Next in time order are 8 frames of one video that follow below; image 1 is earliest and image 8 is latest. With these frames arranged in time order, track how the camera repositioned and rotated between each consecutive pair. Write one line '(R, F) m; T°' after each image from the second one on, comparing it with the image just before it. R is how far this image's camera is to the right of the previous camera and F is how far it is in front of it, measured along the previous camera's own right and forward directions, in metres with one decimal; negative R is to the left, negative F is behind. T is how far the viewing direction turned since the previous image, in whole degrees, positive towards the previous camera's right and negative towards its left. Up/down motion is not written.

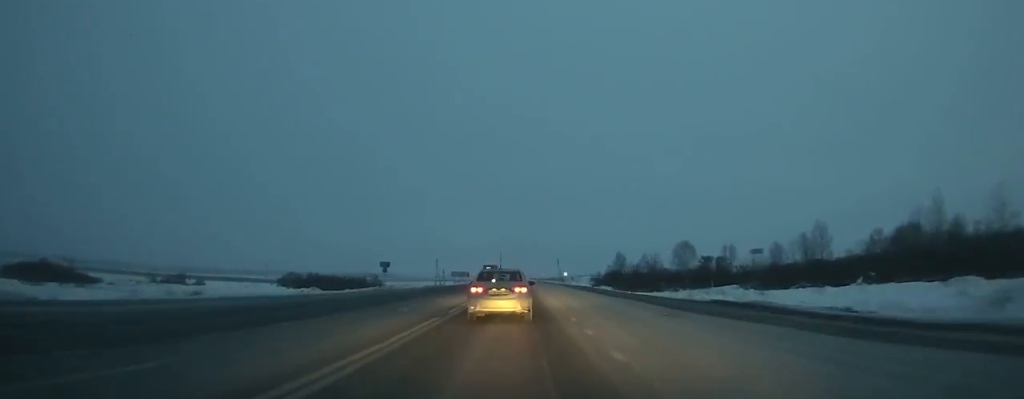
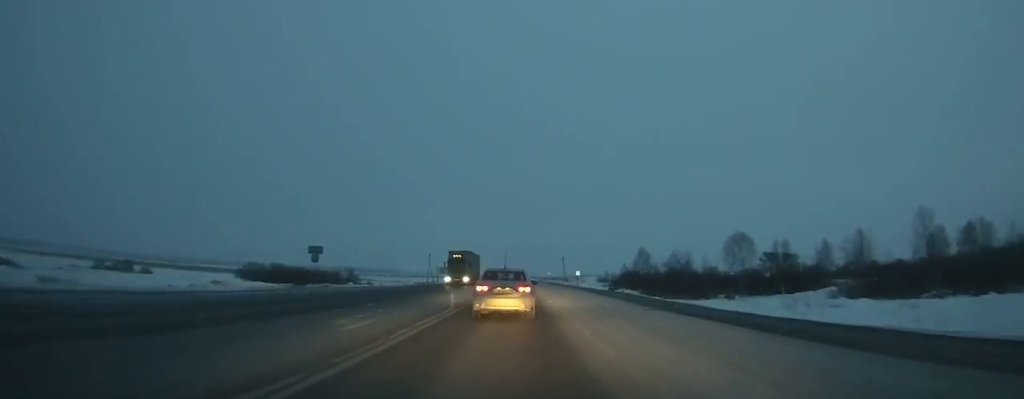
(0.0, +29.1) m; 0°
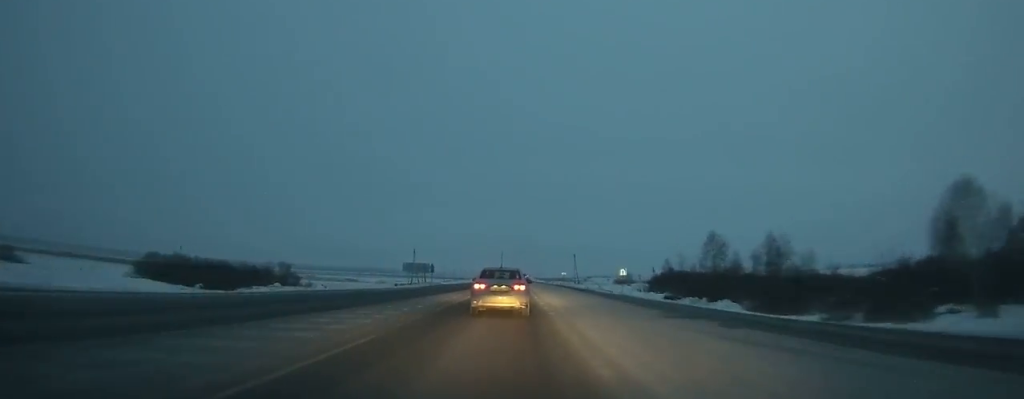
(-0.3, +46.2) m; 0°
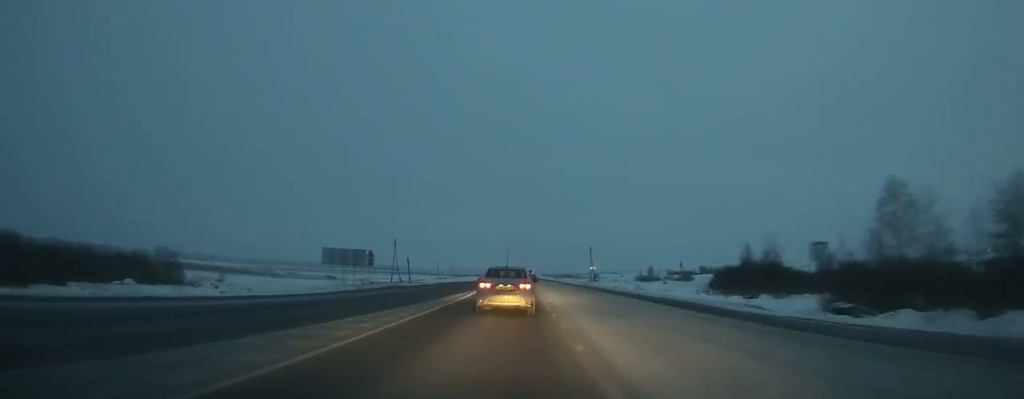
(-0.2, +42.3) m; 0°
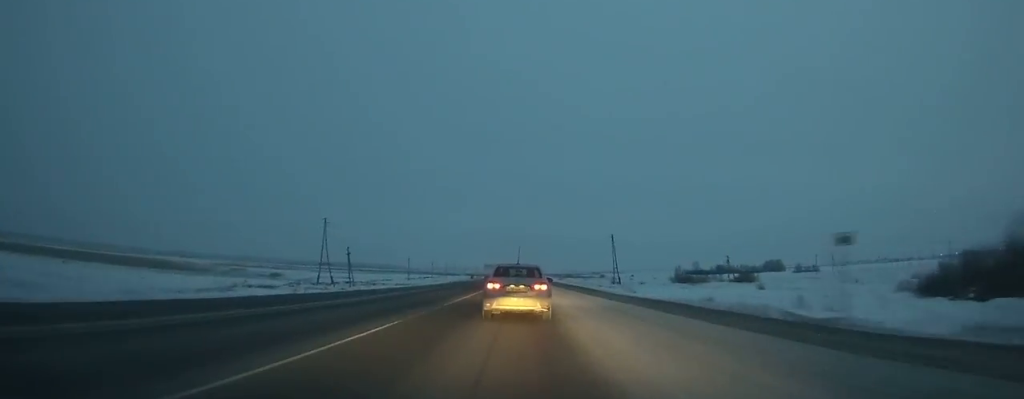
(0.0, +59.3) m; 0°
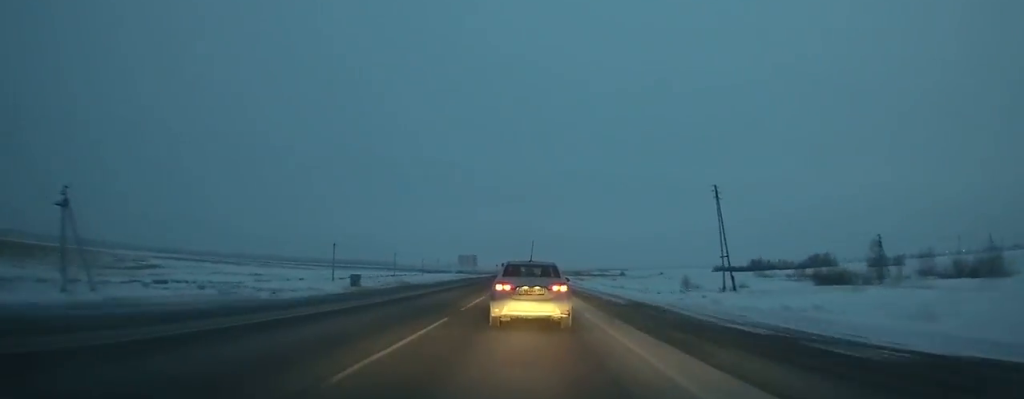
(+0.7, +82.1) m; +1°
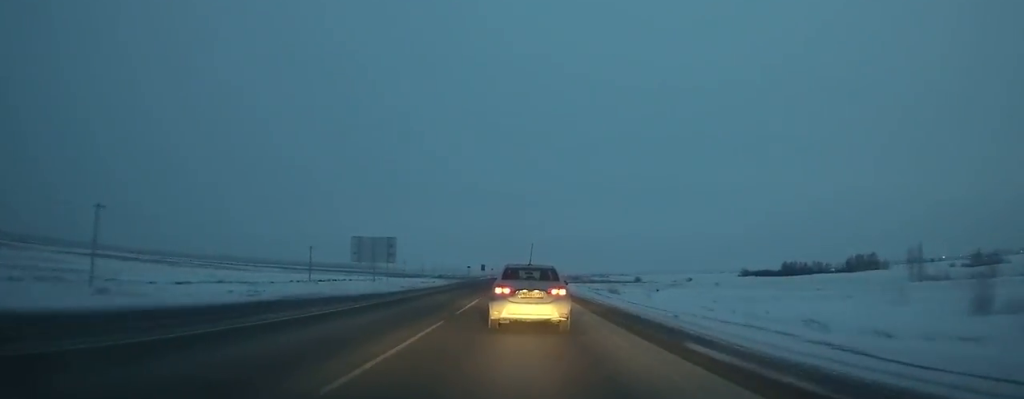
(+0.3, +73.1) m; 0°
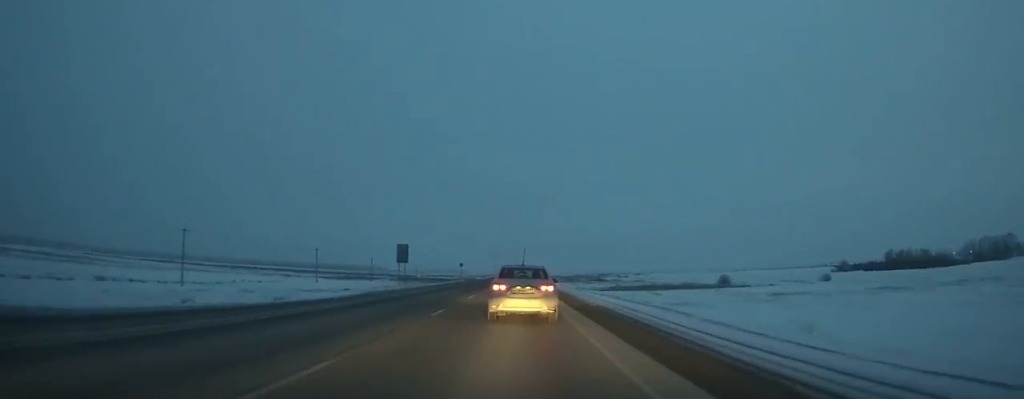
(-0.1, +117.2) m; 0°
